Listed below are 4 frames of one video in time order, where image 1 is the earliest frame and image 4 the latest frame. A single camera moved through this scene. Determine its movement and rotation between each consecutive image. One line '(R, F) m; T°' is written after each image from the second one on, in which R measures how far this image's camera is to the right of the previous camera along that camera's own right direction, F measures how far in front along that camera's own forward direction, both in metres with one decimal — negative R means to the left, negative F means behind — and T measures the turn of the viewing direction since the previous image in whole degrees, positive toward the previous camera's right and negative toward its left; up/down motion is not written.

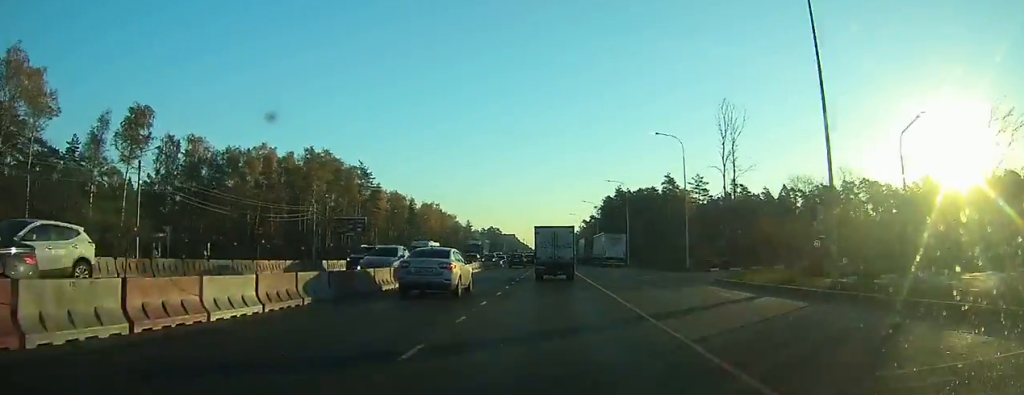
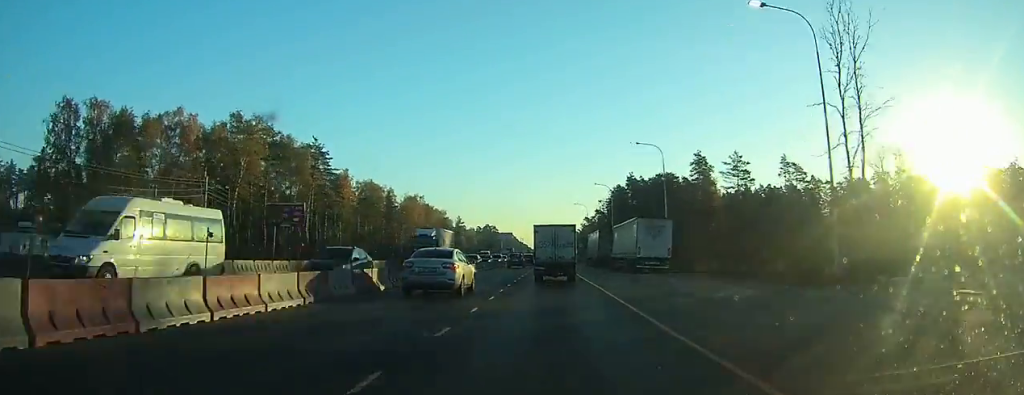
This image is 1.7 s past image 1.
(0.0, +26.9) m; 0°
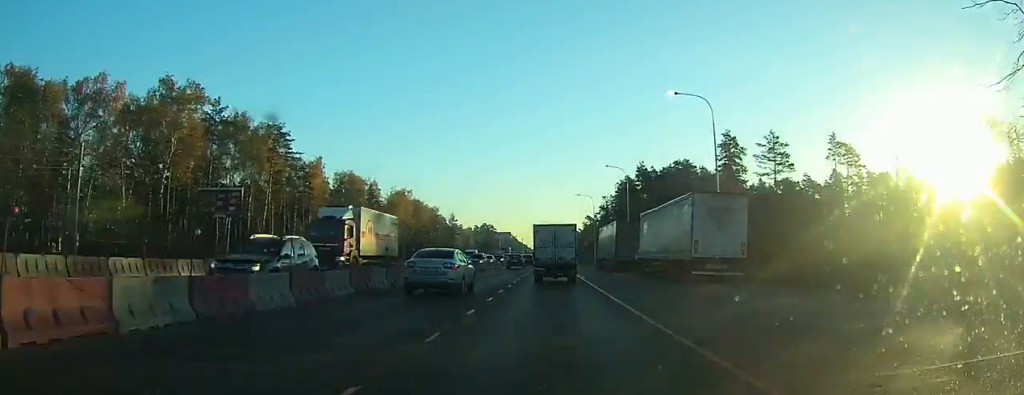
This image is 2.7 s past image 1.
(0.0, +16.7) m; 0°
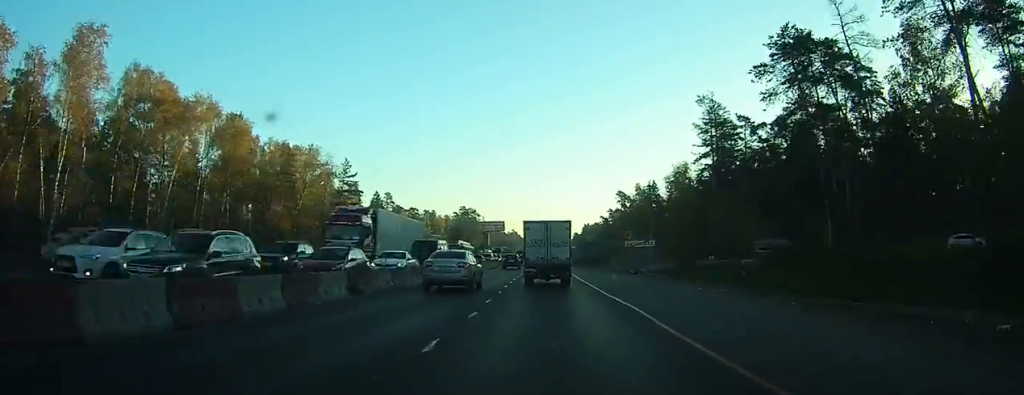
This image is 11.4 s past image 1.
(-0.1, +129.2) m; 0°
